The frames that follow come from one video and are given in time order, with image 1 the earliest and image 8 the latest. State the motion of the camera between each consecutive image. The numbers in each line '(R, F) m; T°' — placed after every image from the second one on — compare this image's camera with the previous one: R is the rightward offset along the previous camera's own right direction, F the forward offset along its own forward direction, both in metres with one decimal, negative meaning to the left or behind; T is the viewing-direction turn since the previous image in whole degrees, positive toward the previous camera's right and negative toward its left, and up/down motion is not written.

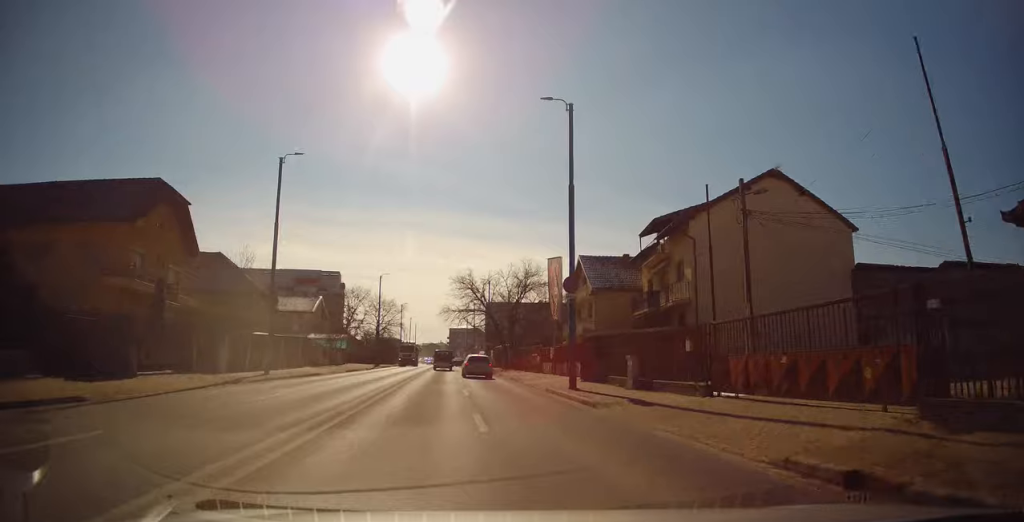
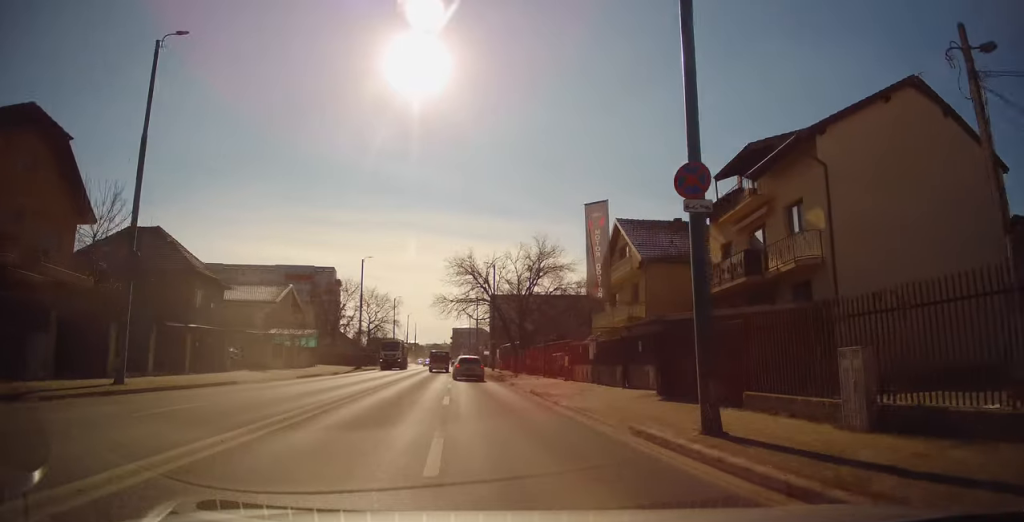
(+0.2, +11.9) m; +1°
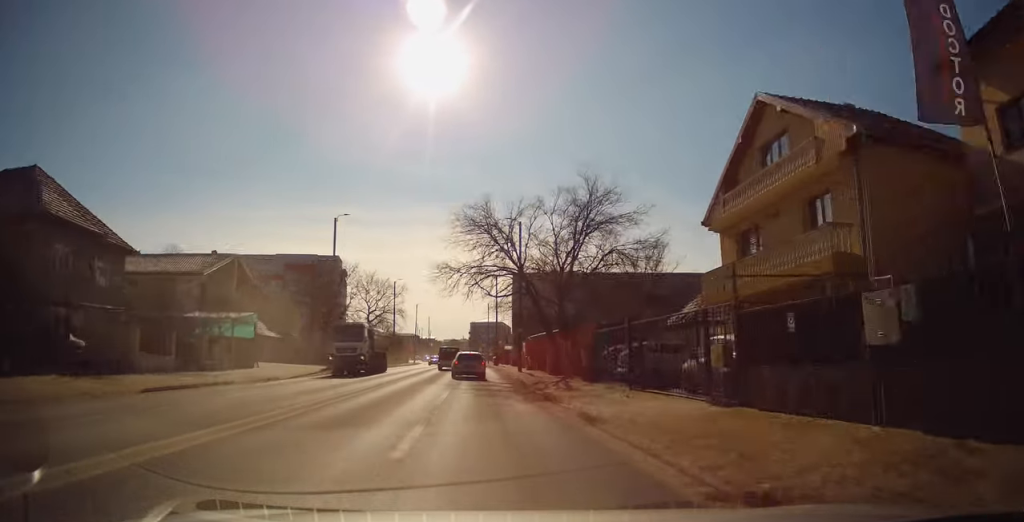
(+0.1, +16.4) m; -2°
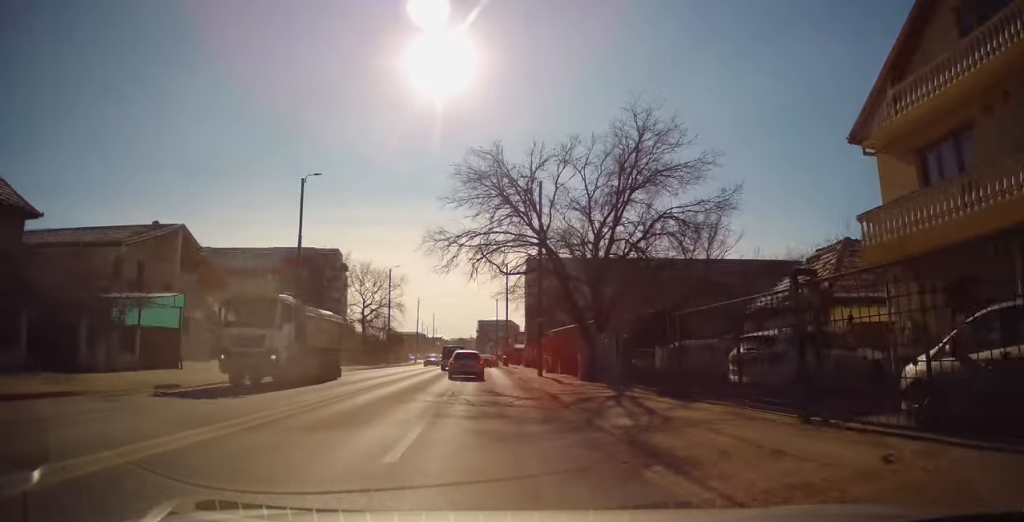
(-0.1, +9.1) m; -1°
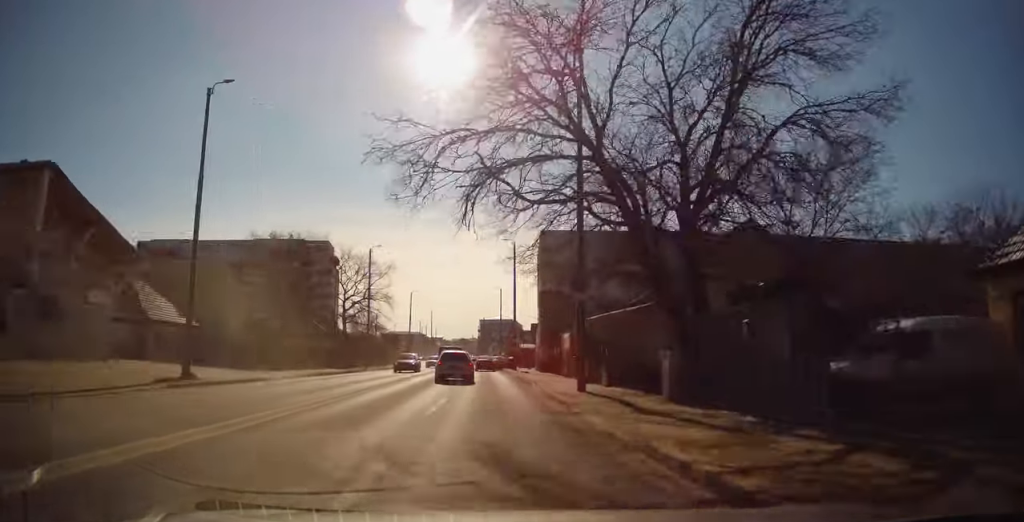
(-0.4, +12.2) m; -2°
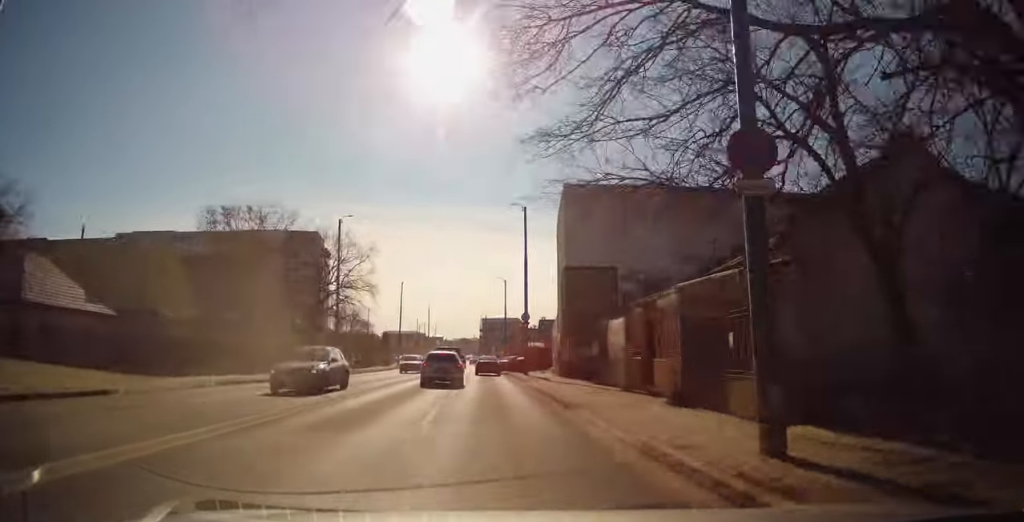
(0.0, +11.8) m; 0°
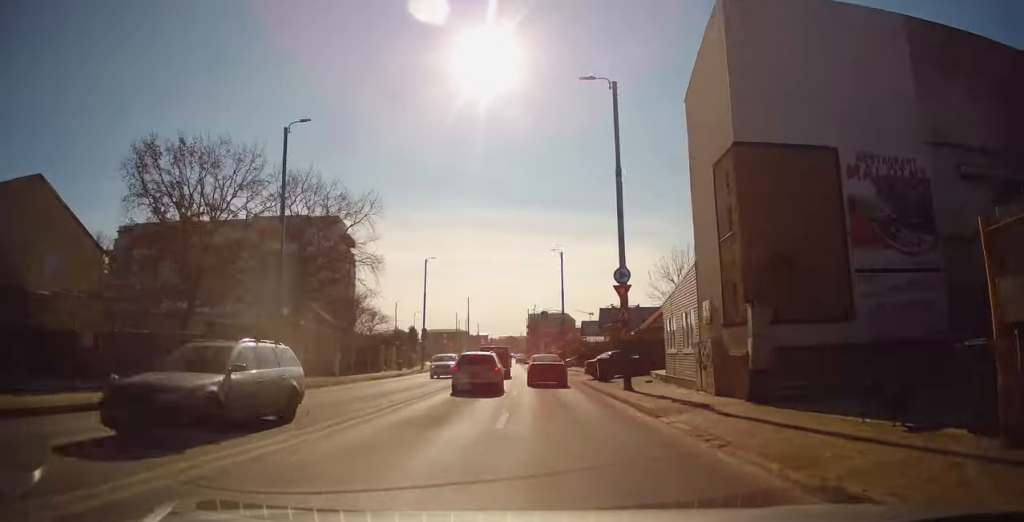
(0.0, +18.2) m; -2°
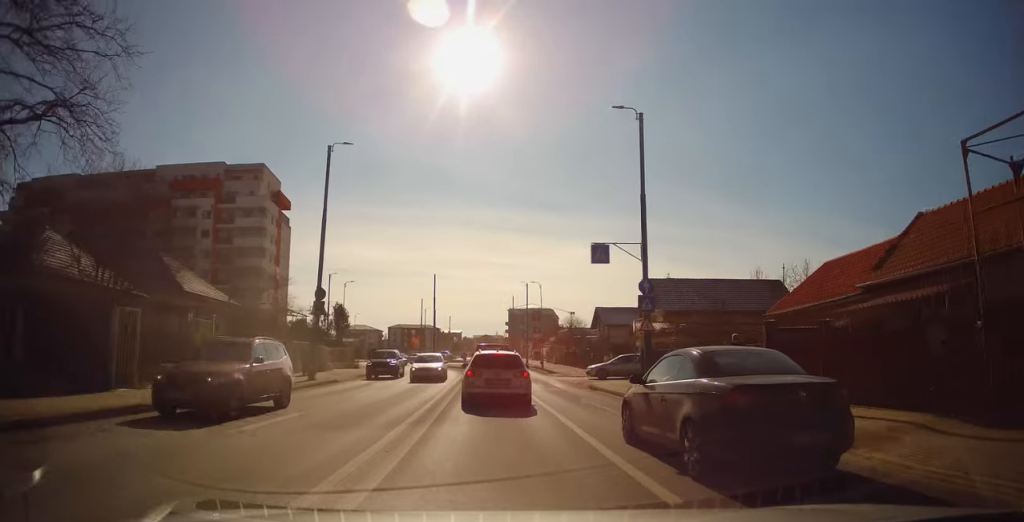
(-0.6, +31.9) m; 0°
